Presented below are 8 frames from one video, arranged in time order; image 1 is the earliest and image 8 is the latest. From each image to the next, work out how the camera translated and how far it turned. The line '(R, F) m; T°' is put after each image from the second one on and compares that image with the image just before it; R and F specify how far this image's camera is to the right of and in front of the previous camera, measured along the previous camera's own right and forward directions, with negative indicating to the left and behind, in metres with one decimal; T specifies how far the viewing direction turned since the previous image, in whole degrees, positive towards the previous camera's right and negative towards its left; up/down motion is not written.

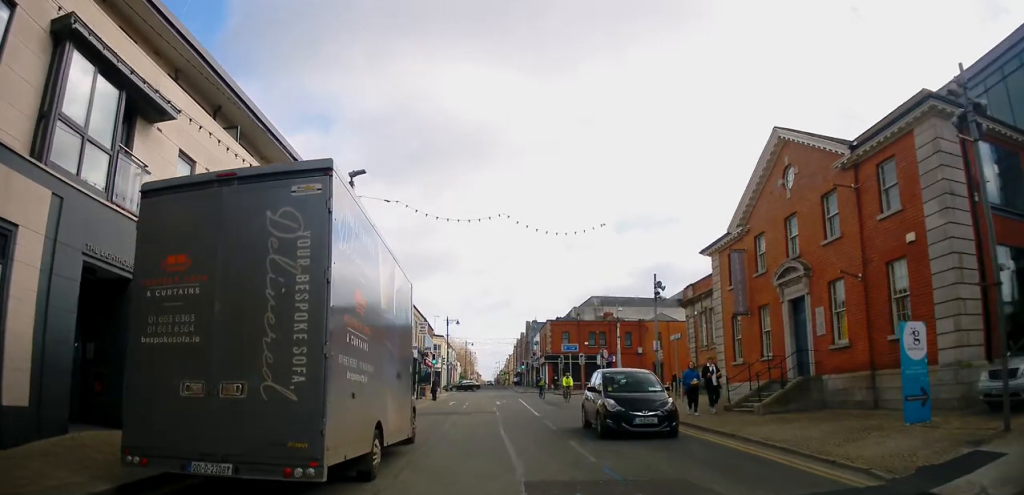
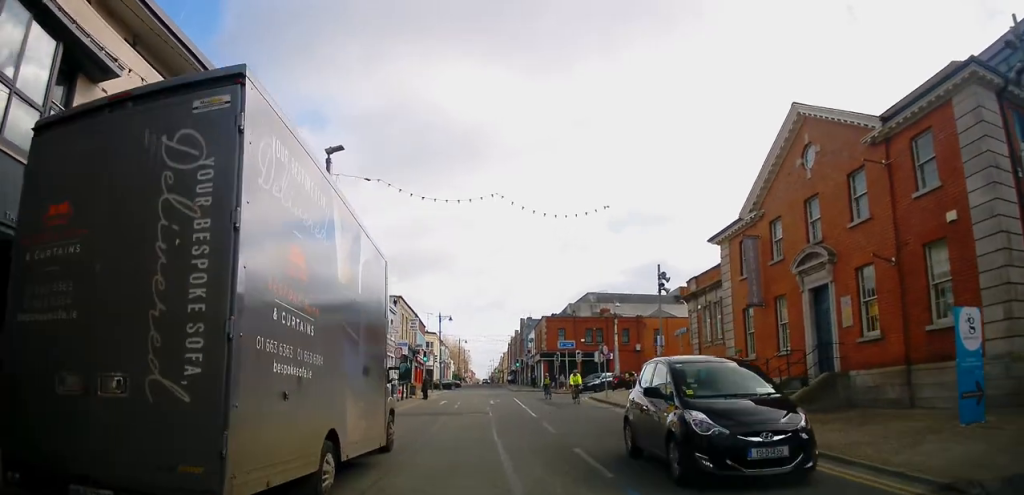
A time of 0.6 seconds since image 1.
(+0.2, +2.0) m; -3°
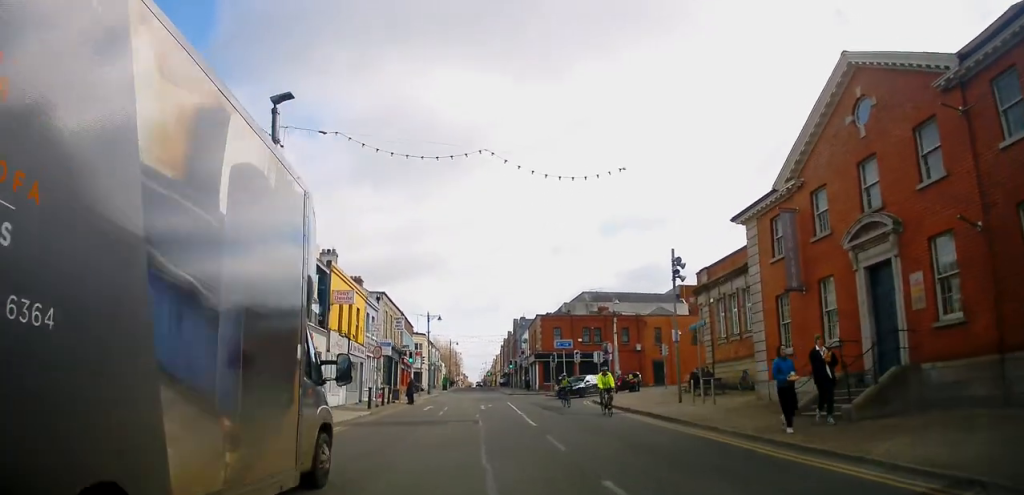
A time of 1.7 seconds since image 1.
(-0.4, +3.3) m; +1°
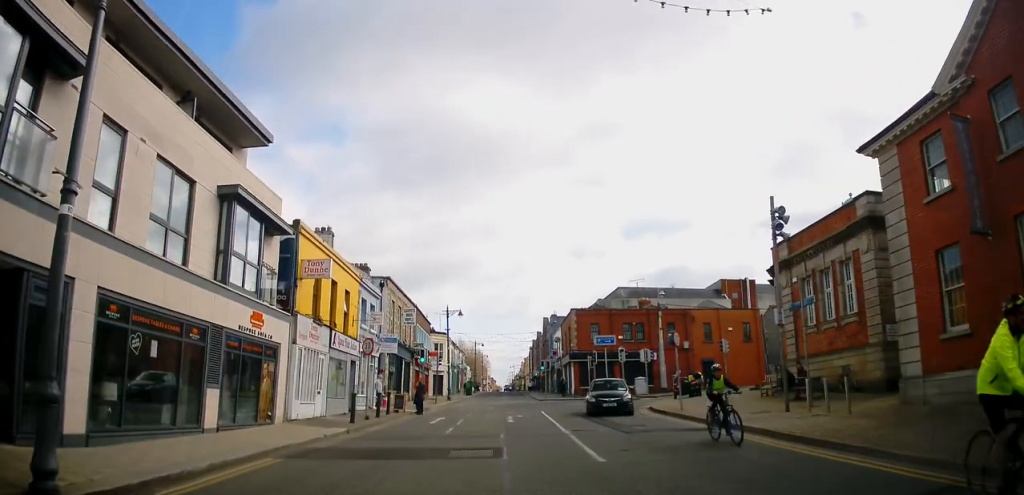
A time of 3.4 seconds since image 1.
(+1.2, +6.7) m; +7°
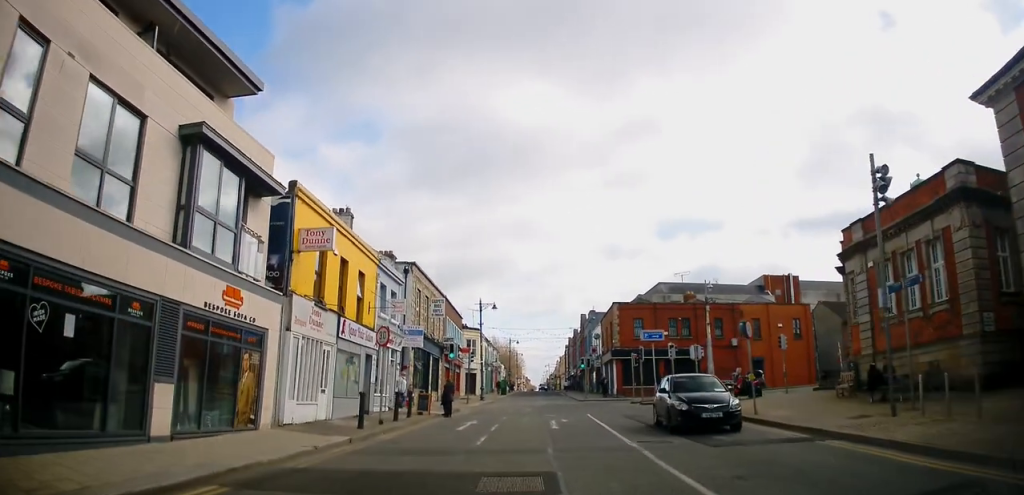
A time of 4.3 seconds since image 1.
(-0.2, +3.6) m; -6°
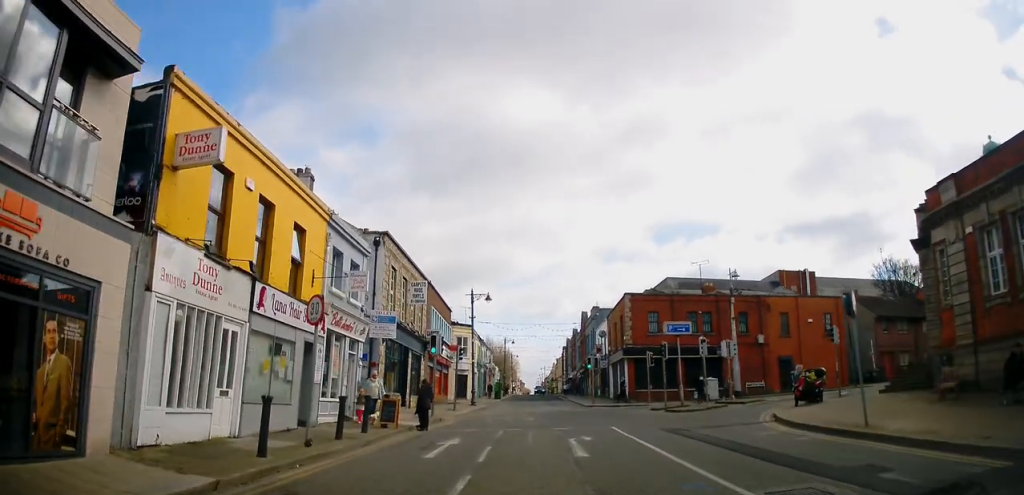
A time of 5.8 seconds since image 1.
(-0.5, +6.4) m; -7°
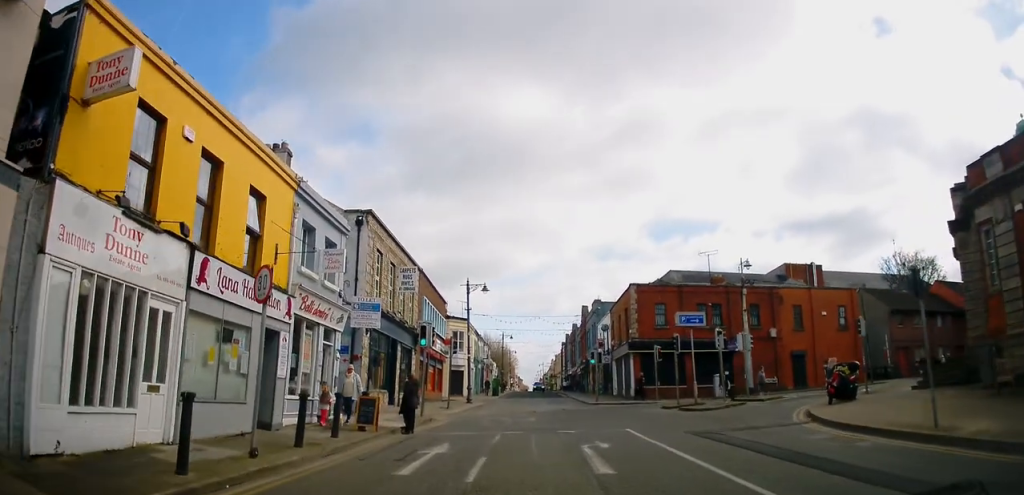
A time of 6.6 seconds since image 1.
(-0.1, +2.6) m; +2°
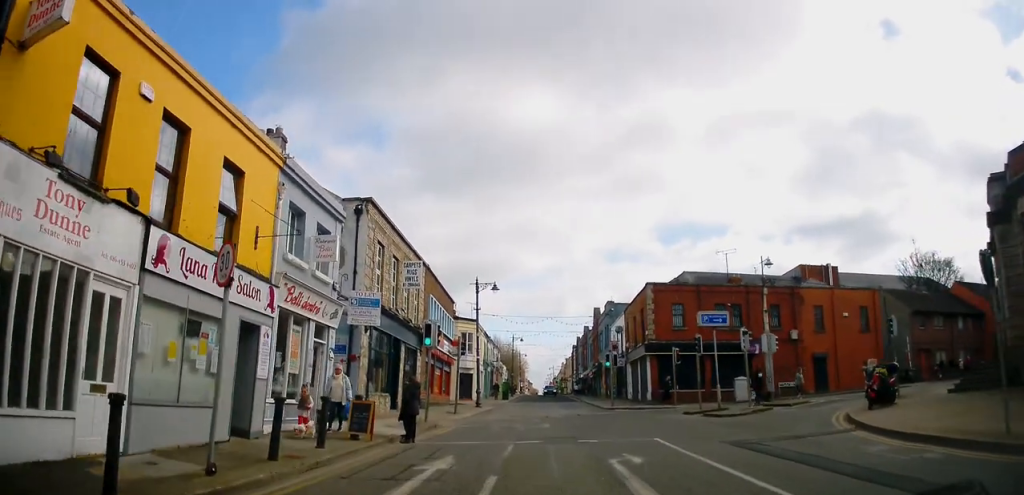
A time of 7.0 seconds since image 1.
(+0.1, +1.7) m; +2°
